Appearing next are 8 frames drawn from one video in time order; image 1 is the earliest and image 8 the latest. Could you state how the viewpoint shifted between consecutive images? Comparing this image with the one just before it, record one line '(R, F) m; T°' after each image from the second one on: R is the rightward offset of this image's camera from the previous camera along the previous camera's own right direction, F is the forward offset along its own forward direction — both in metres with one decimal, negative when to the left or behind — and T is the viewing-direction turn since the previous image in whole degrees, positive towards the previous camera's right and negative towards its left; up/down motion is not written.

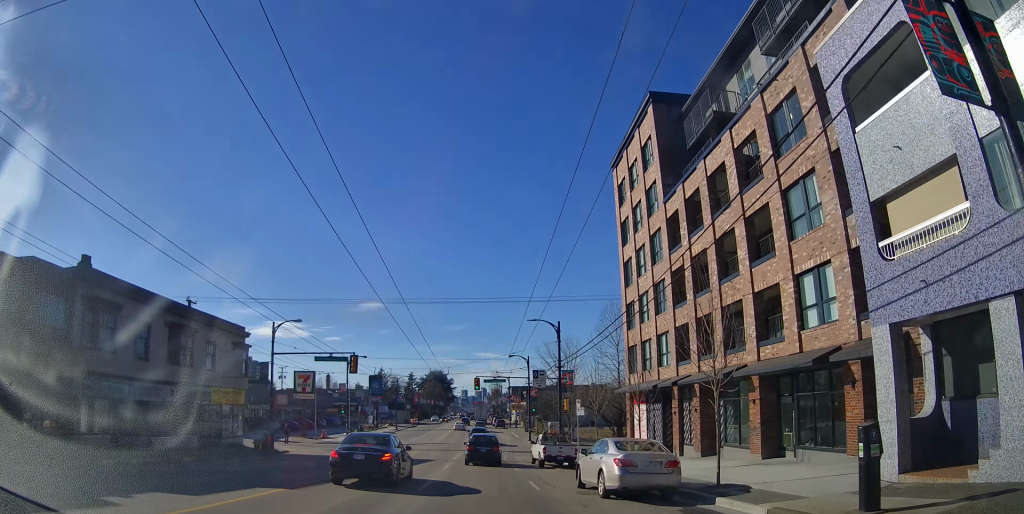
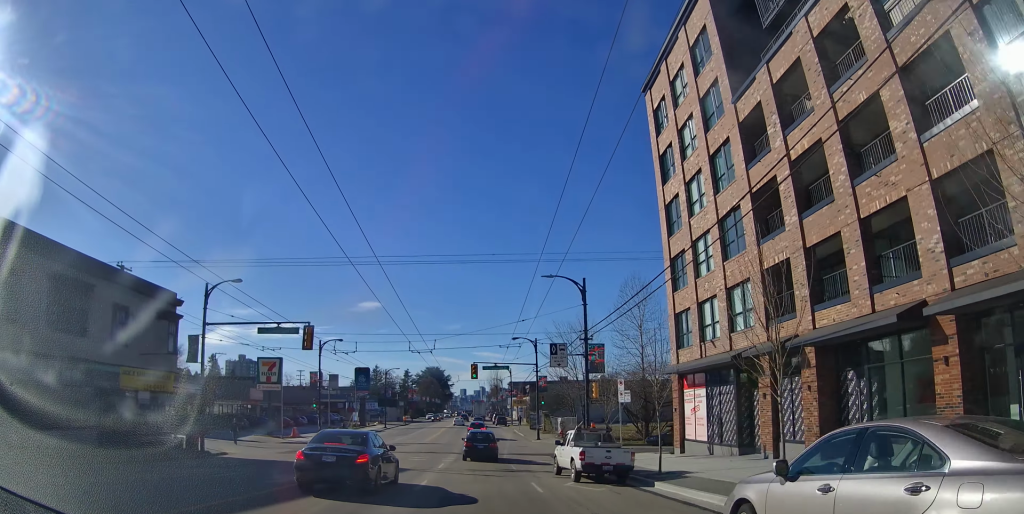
(+0.2, +10.7) m; +1°
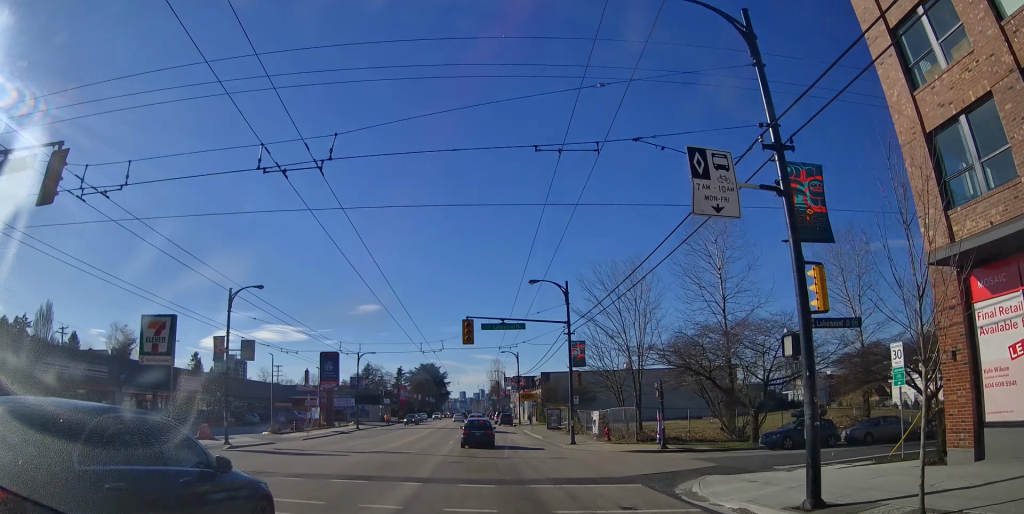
(0.0, +20.3) m; 0°
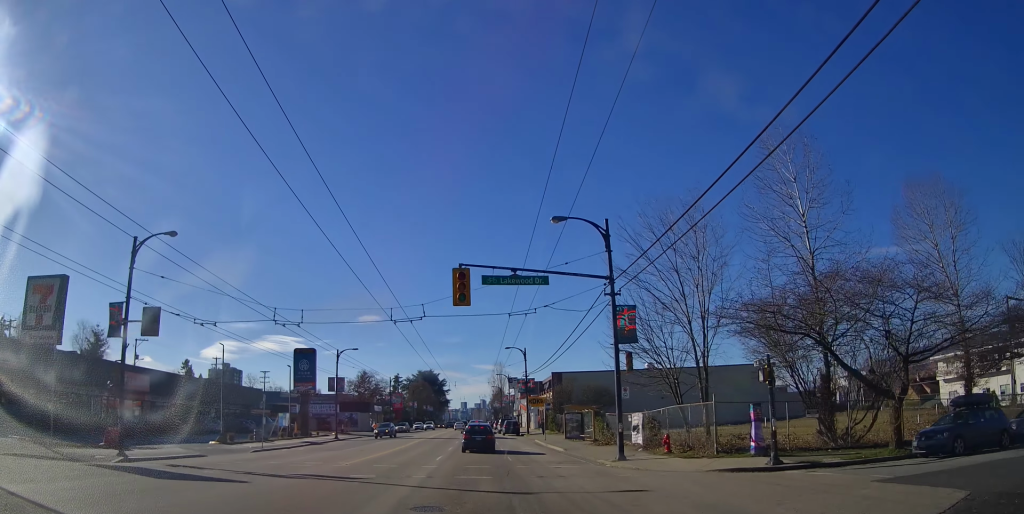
(-0.1, +11.0) m; 0°
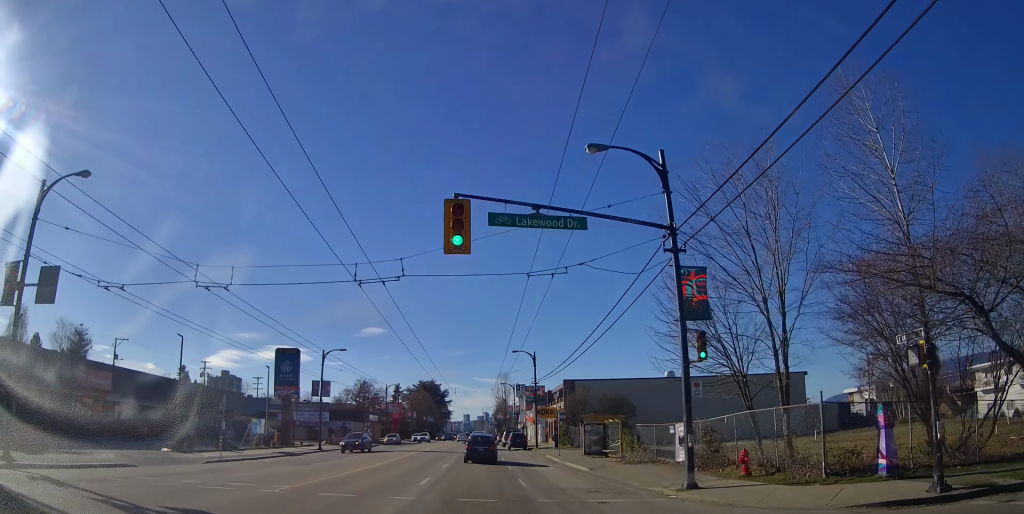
(+0.4, +7.2) m; -2°
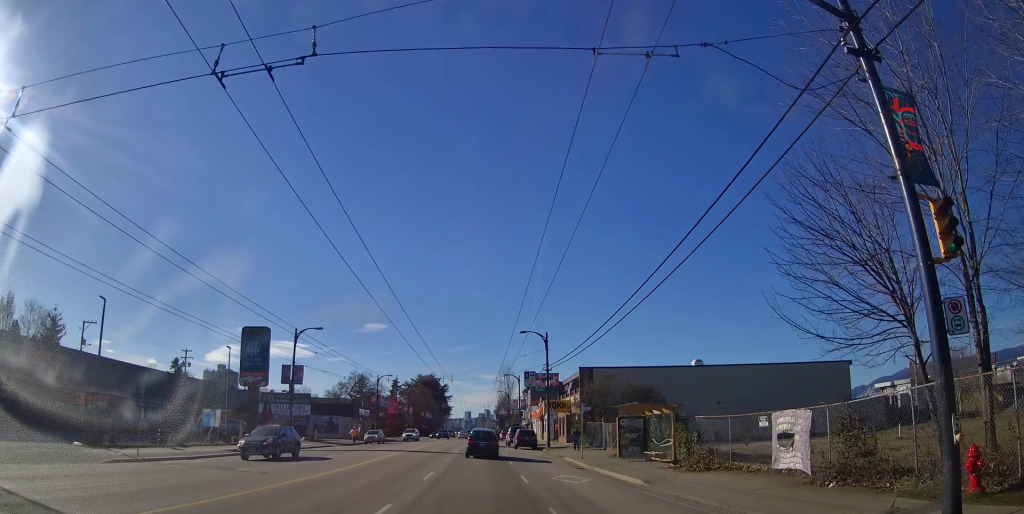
(-0.6, +9.0) m; -4°
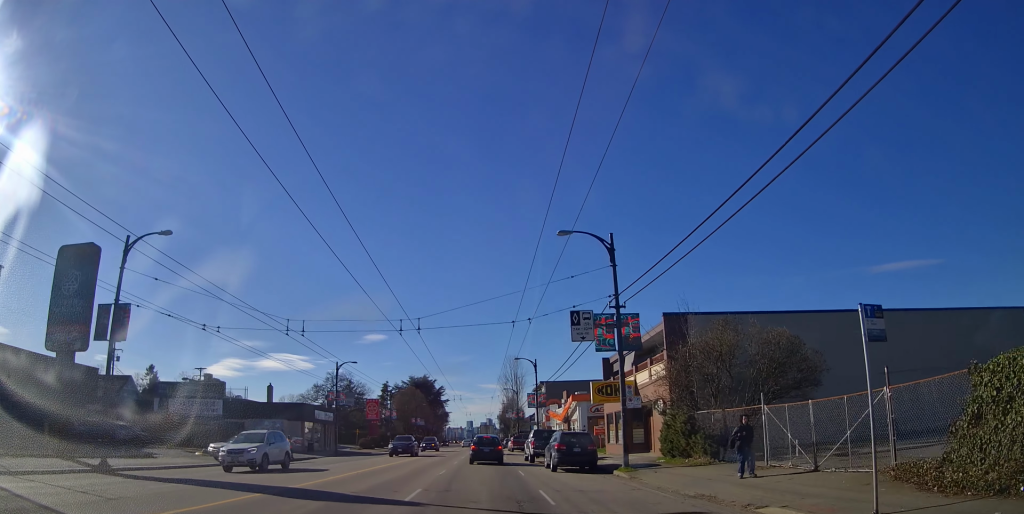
(-0.1, +24.2) m; +1°
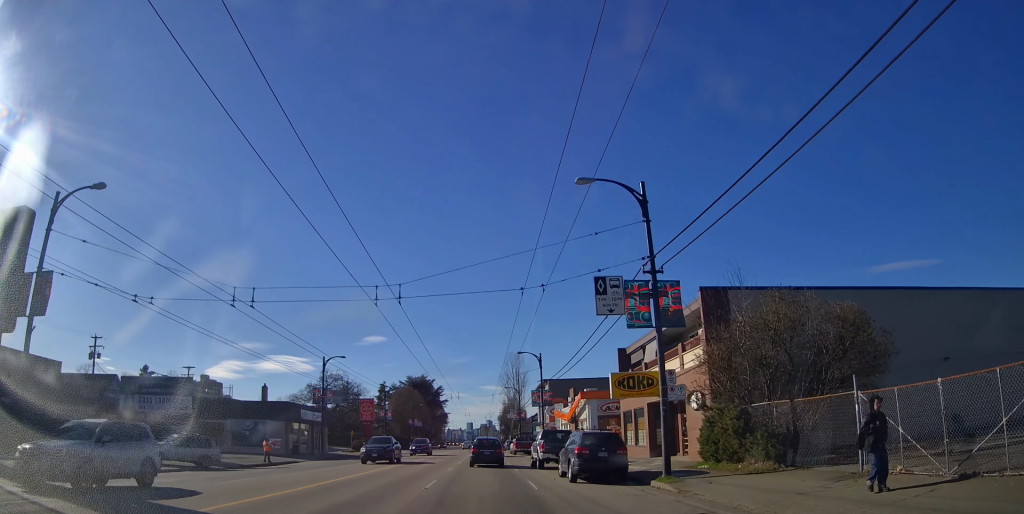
(+0.1, +5.0) m; 0°
